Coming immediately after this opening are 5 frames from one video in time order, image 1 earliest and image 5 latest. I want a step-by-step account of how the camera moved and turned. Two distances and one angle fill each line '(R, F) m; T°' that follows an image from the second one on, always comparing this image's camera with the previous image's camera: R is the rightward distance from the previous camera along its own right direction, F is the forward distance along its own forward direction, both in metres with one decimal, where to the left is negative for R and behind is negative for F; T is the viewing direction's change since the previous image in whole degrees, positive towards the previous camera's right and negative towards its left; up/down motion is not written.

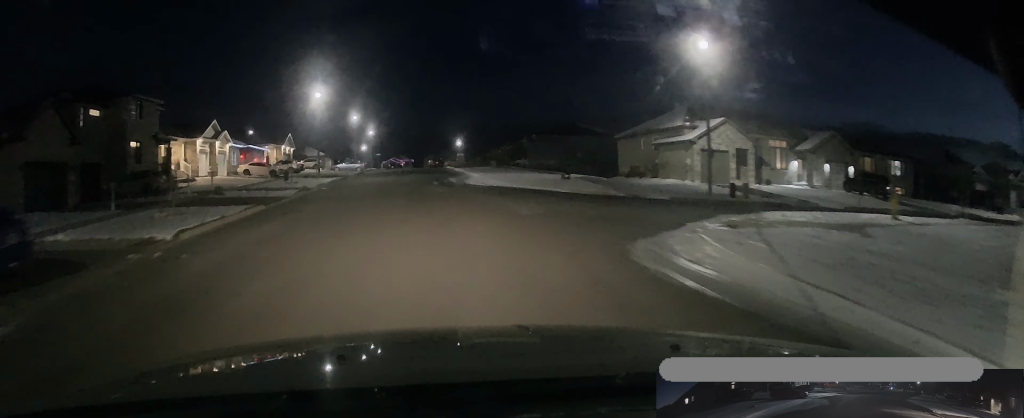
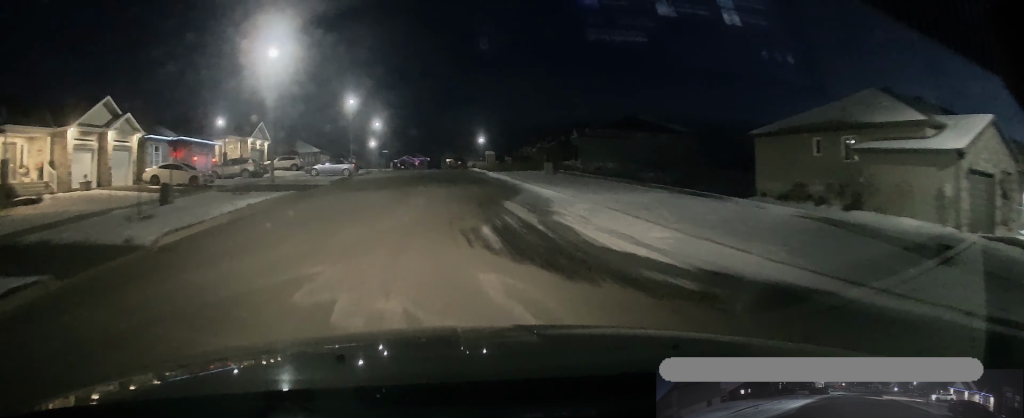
(-0.6, +23.0) m; +2°
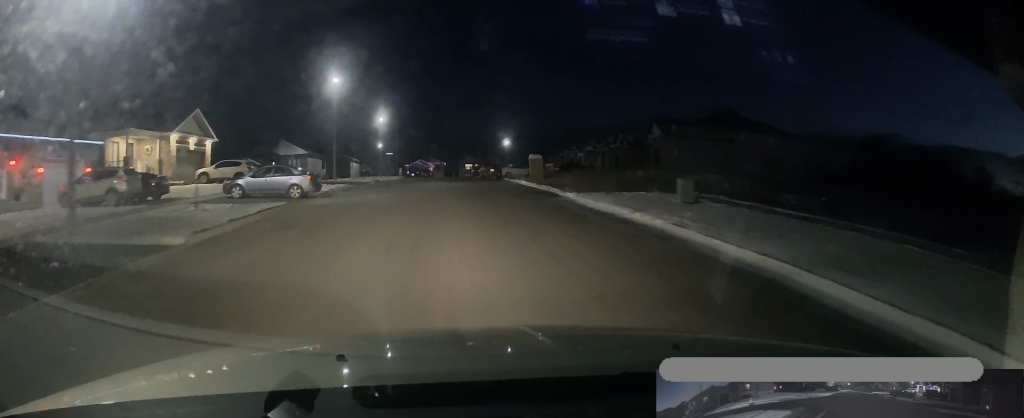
(-0.2, +23.4) m; 0°
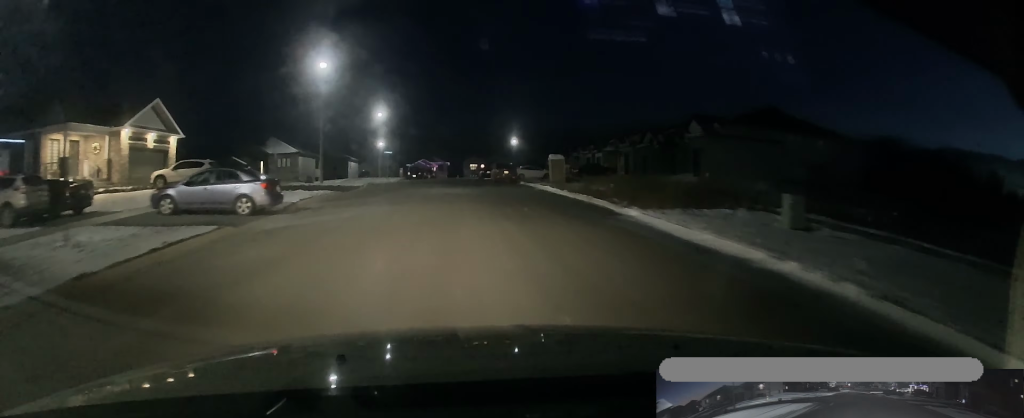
(+0.5, +7.5) m; -3°
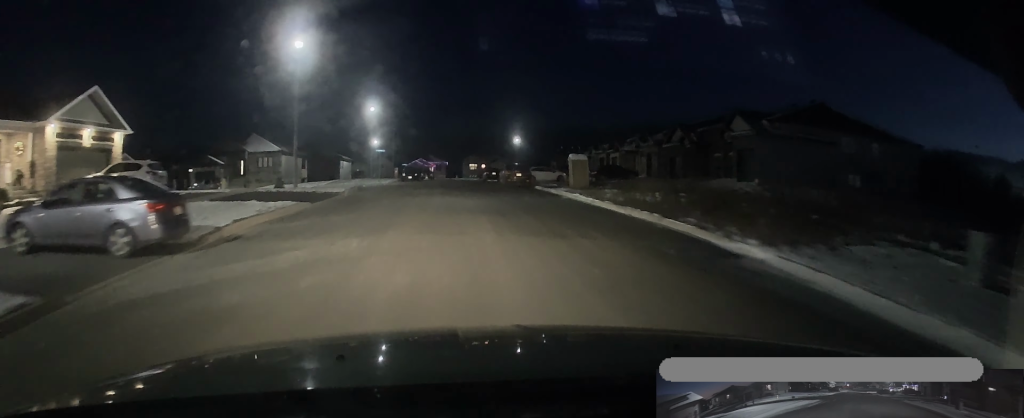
(-0.2, +7.4) m; -3°
